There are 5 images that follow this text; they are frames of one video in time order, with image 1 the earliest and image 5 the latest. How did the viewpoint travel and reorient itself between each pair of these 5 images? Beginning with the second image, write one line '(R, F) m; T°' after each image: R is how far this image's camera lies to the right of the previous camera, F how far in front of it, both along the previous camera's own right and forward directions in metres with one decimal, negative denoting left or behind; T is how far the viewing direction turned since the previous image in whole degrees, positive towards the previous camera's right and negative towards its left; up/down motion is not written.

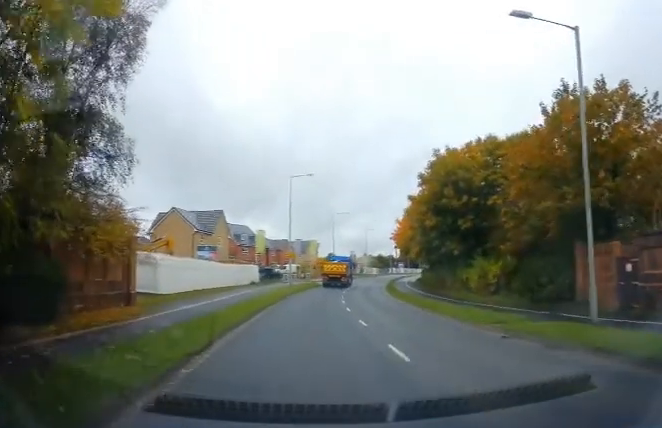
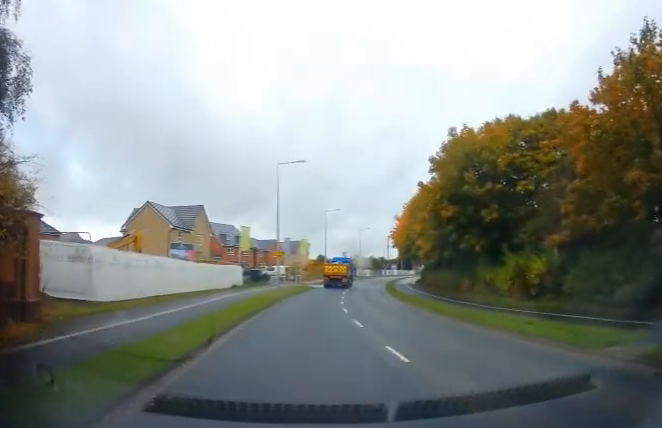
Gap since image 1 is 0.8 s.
(+0.1, +6.1) m; 0°
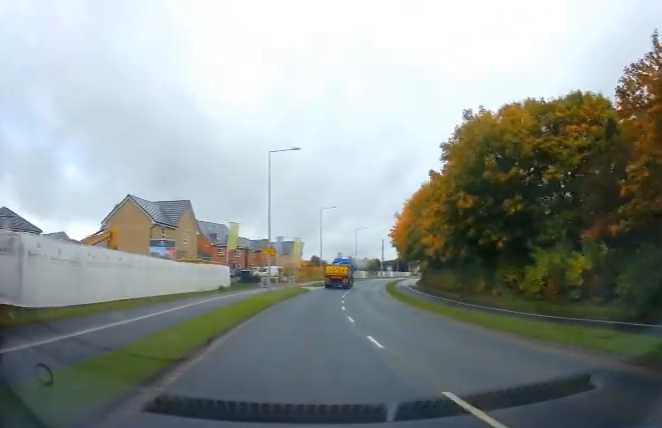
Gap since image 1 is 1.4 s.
(0.0, +4.1) m; +1°
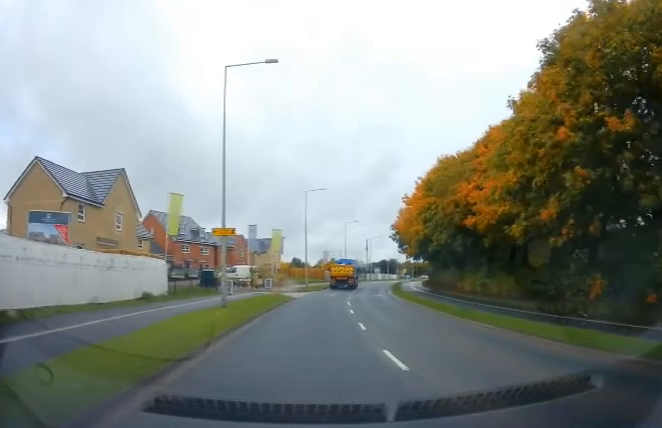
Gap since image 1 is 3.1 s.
(+0.3, +14.0) m; +1°
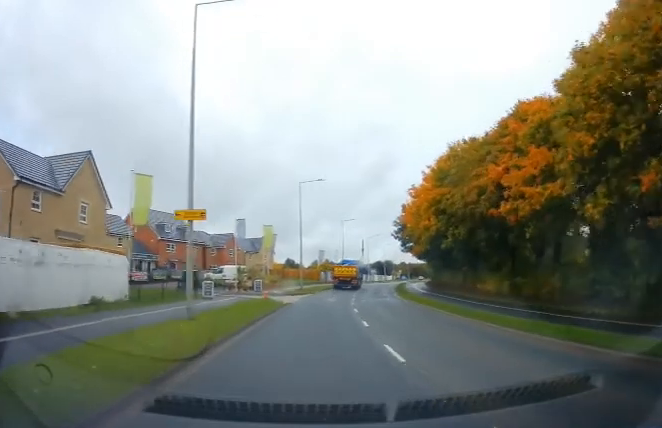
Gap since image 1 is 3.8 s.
(-0.4, +5.3) m; +2°
